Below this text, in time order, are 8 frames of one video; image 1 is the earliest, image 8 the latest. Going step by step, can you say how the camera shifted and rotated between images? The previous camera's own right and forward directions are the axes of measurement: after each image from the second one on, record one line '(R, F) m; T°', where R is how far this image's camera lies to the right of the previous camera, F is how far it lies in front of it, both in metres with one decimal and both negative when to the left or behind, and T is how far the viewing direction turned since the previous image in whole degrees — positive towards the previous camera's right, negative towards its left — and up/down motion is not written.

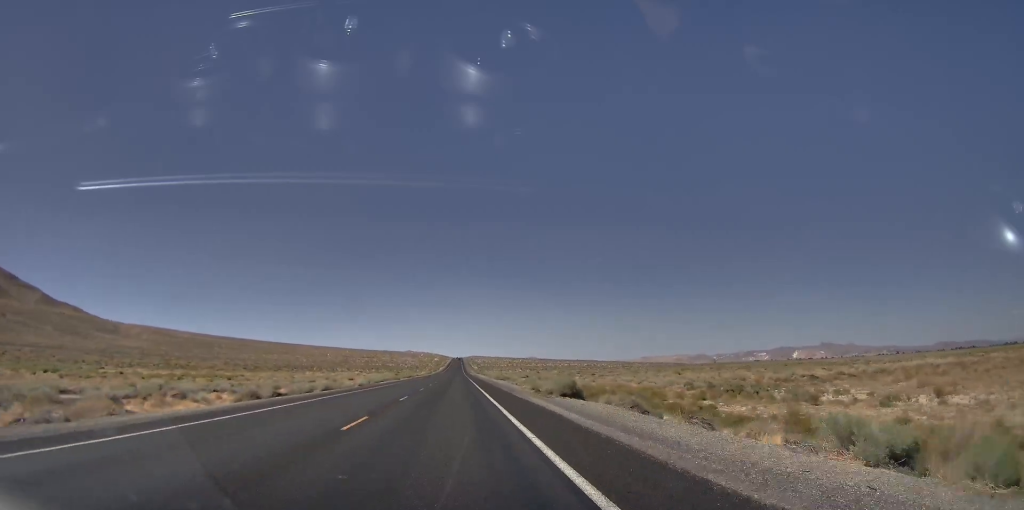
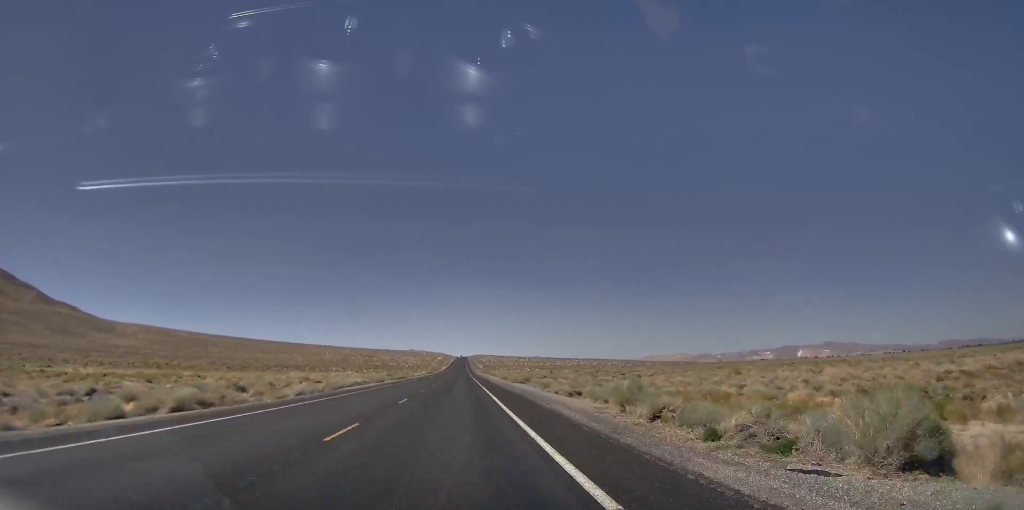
(+0.4, +26.4) m; 0°
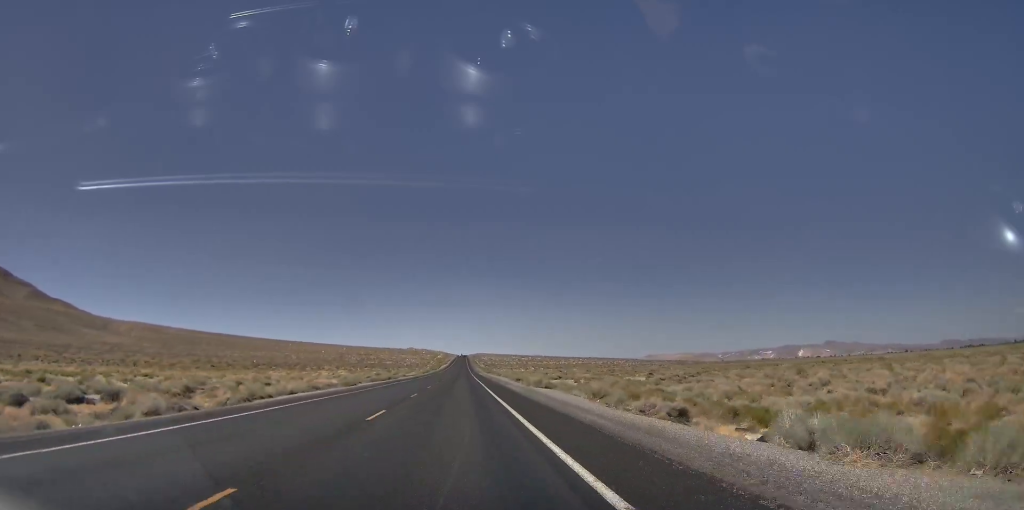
(+0.5, +20.1) m; -1°
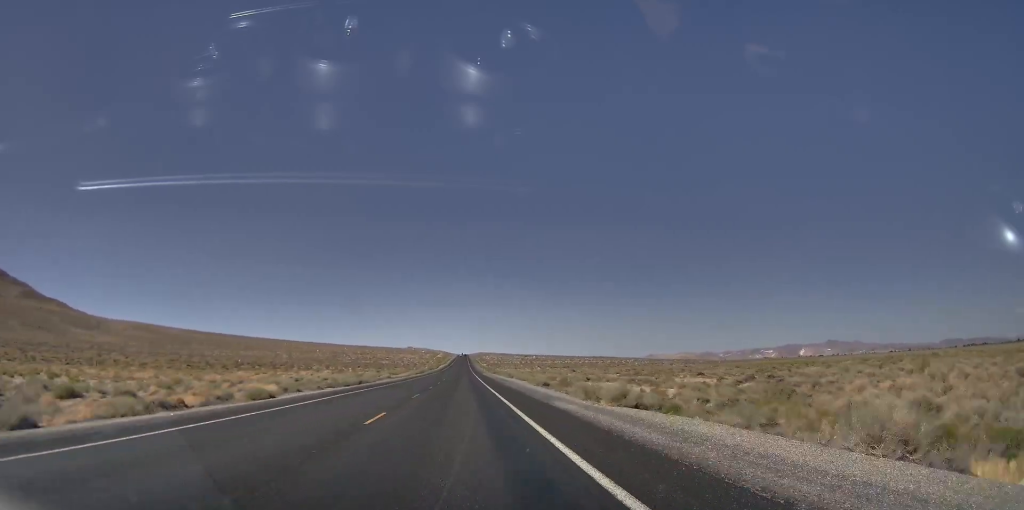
(-1.3, +25.5) m; -1°
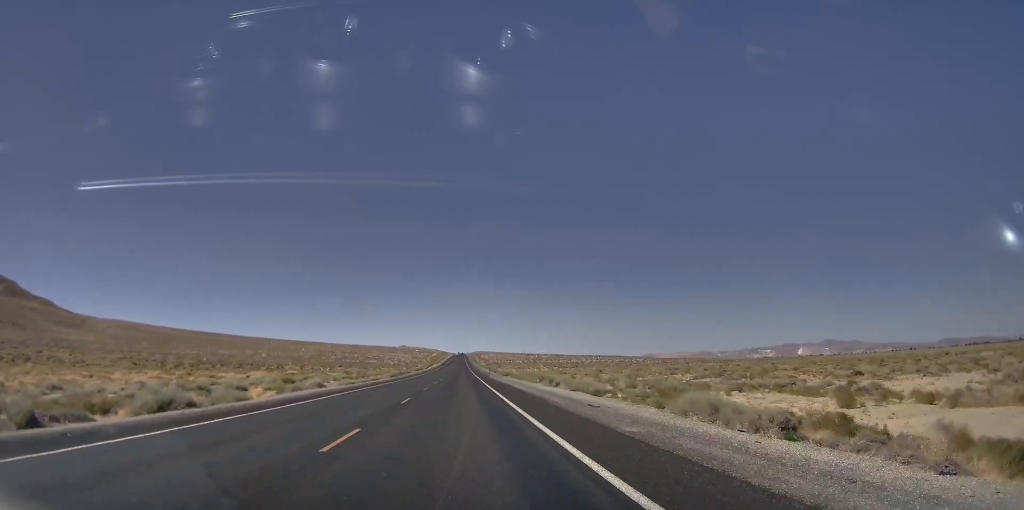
(+1.1, +41.4) m; +1°
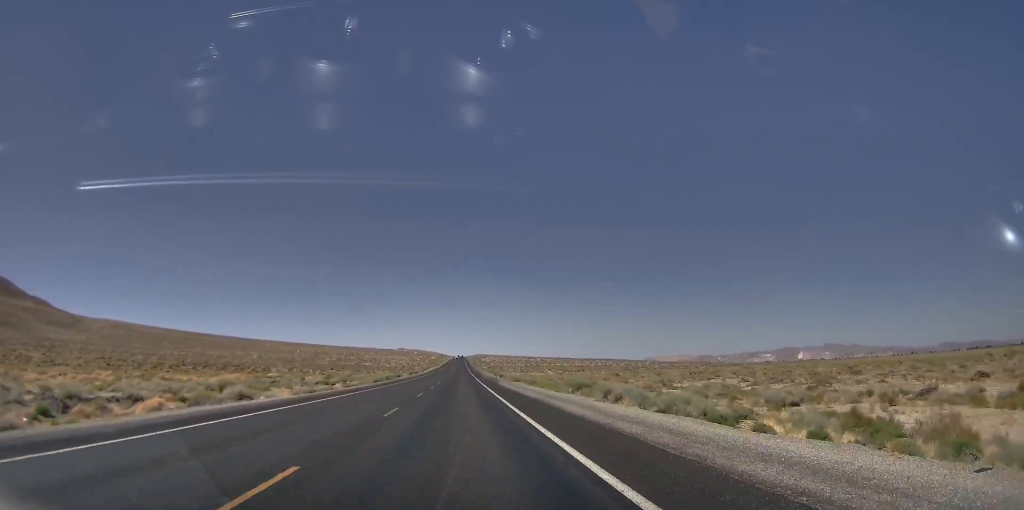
(-0.1, +16.9) m; -1°
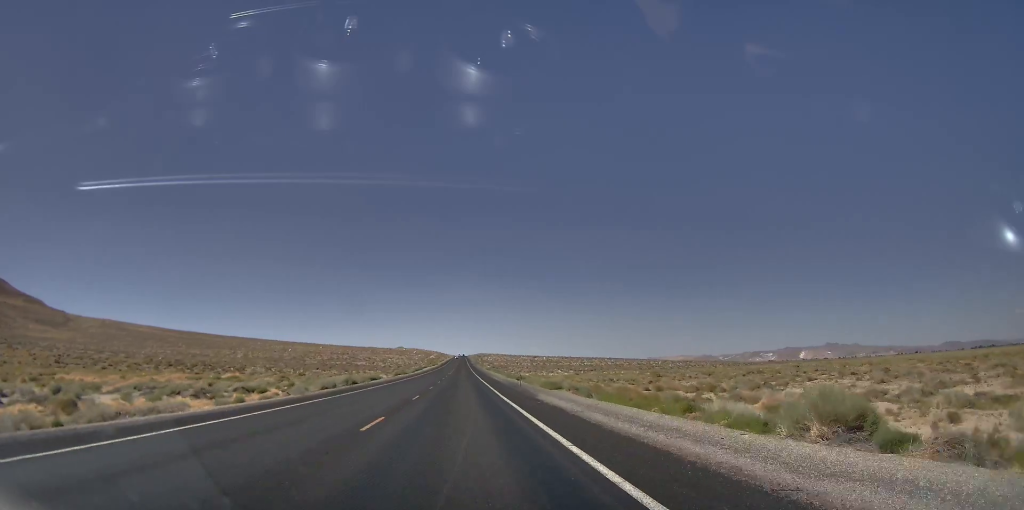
(-0.3, +28.4) m; -1°
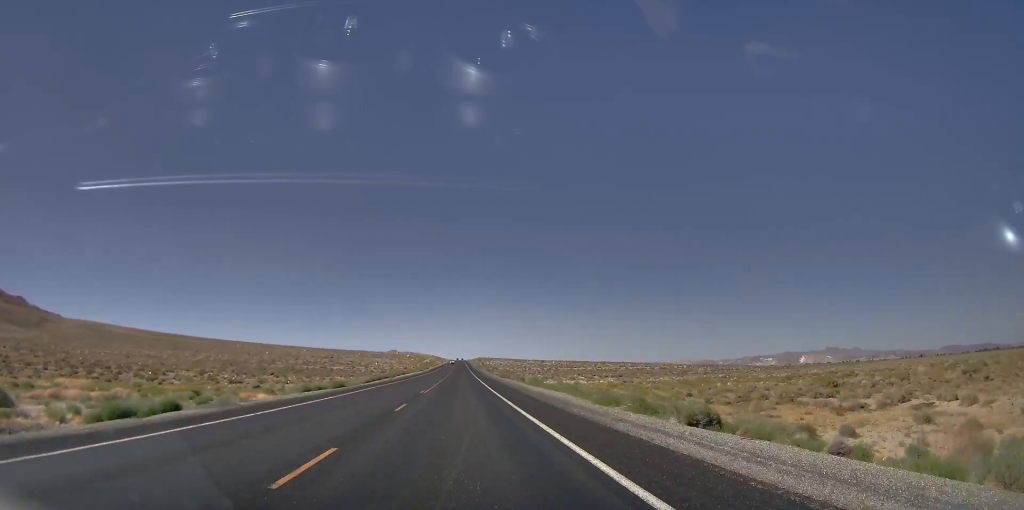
(+0.3, +54.7) m; +2°
